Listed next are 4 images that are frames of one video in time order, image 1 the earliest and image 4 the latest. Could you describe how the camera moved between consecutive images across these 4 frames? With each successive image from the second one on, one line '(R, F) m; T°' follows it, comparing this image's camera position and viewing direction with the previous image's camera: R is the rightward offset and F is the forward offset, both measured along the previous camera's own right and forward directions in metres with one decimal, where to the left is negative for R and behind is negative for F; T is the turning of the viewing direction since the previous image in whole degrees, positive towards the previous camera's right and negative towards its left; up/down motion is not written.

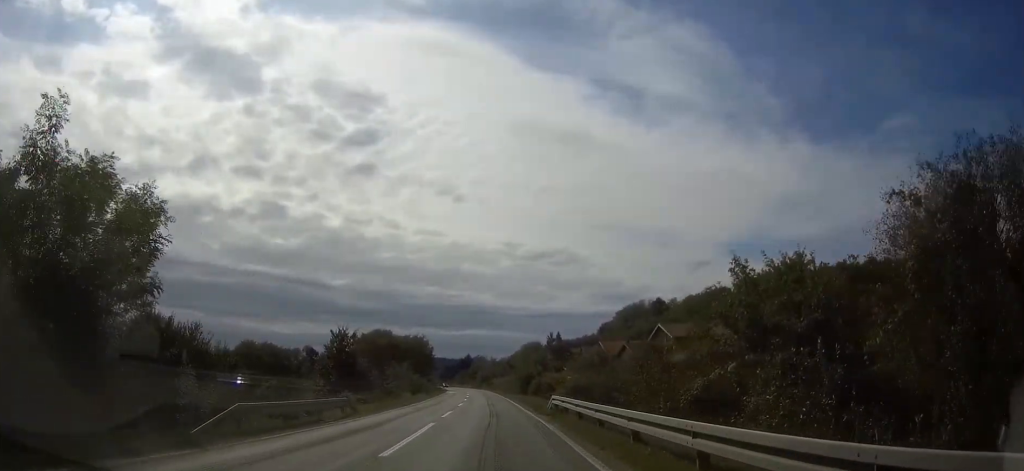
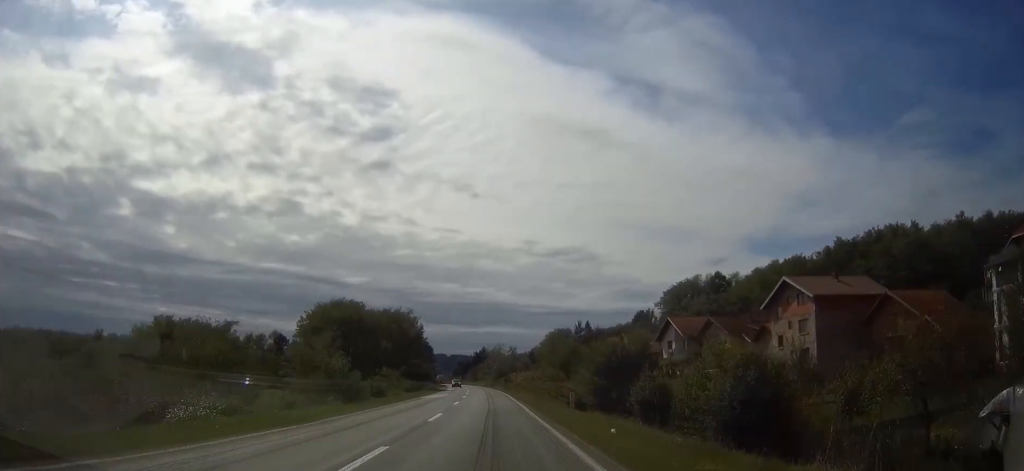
(-0.4, +48.2) m; -1°
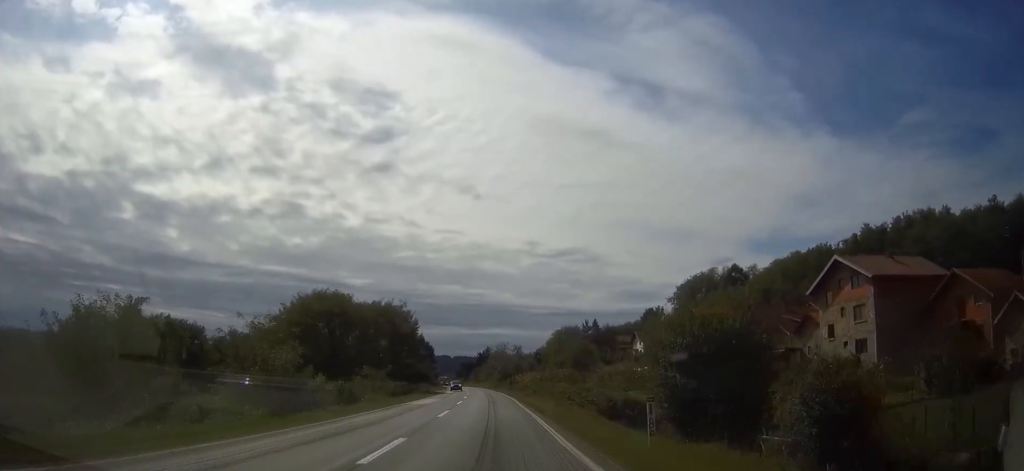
(0.0, +12.1) m; 0°
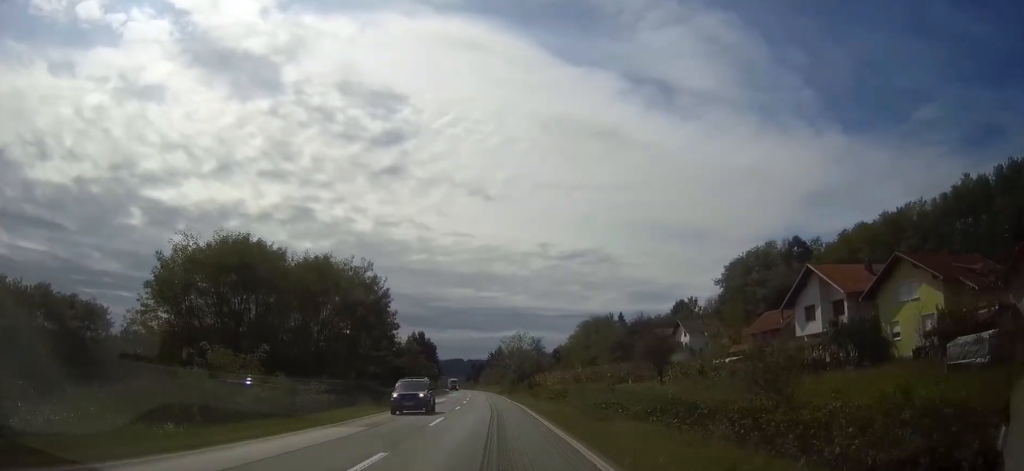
(-0.1, +33.9) m; -1°
